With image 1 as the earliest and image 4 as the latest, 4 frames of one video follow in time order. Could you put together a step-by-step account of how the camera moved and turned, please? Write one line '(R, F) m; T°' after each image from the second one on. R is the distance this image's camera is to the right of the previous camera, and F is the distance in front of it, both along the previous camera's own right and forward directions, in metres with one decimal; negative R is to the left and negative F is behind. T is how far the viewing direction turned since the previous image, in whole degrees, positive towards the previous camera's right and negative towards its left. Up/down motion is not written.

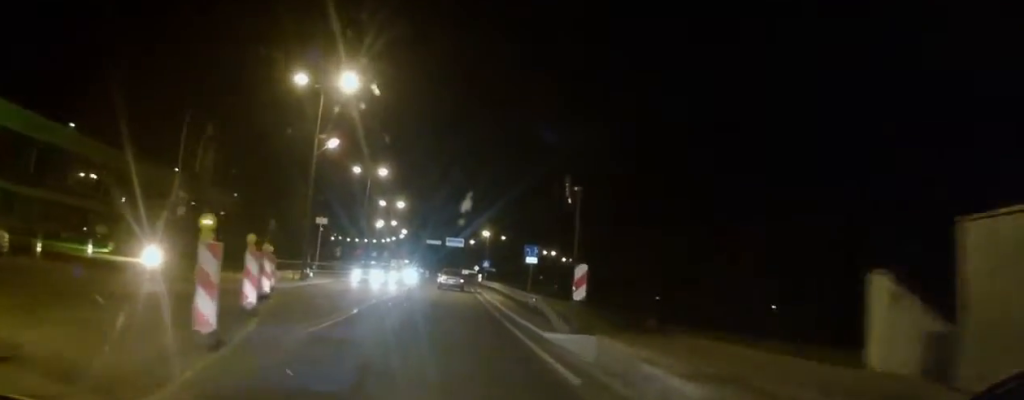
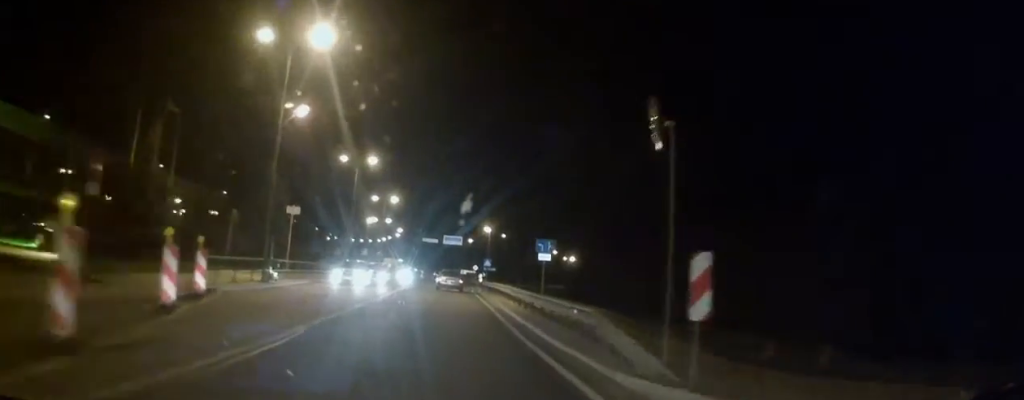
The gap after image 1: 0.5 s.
(0.0, +6.4) m; 0°
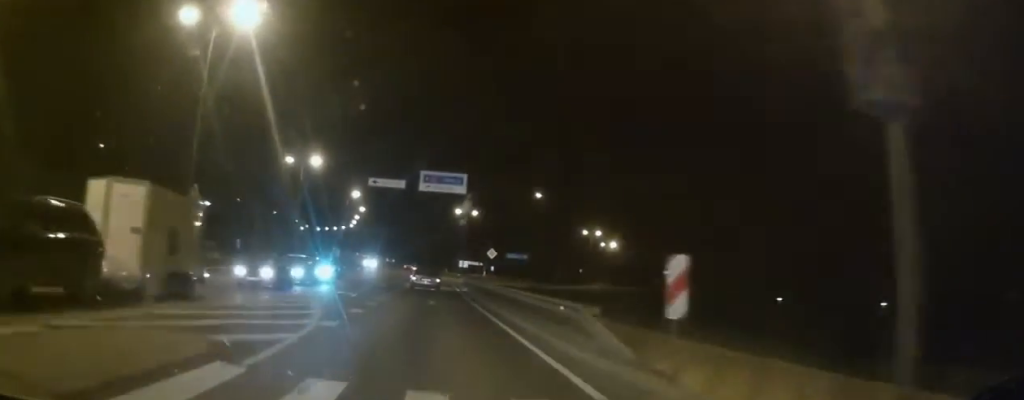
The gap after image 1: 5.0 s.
(-0.2, +60.0) m; 0°
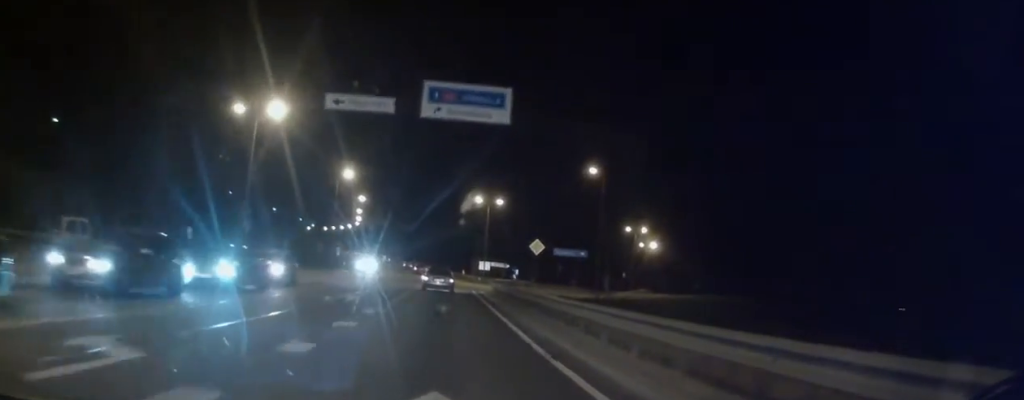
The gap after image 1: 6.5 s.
(+0.3, +19.3) m; +1°
